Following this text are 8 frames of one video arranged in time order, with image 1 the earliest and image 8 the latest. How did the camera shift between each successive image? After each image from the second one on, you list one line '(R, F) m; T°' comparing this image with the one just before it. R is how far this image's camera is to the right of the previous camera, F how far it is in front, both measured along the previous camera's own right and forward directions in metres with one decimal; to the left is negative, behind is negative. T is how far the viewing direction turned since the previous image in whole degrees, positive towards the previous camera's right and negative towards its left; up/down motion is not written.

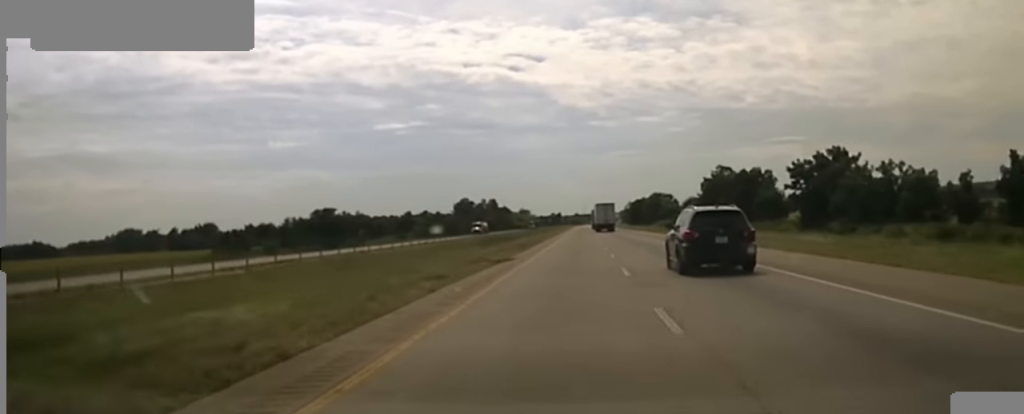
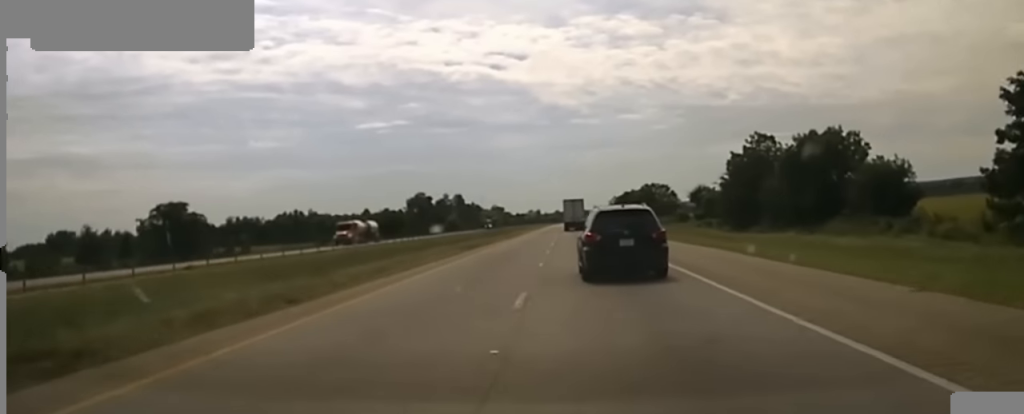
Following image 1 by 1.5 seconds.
(0.0, +55.0) m; 0°
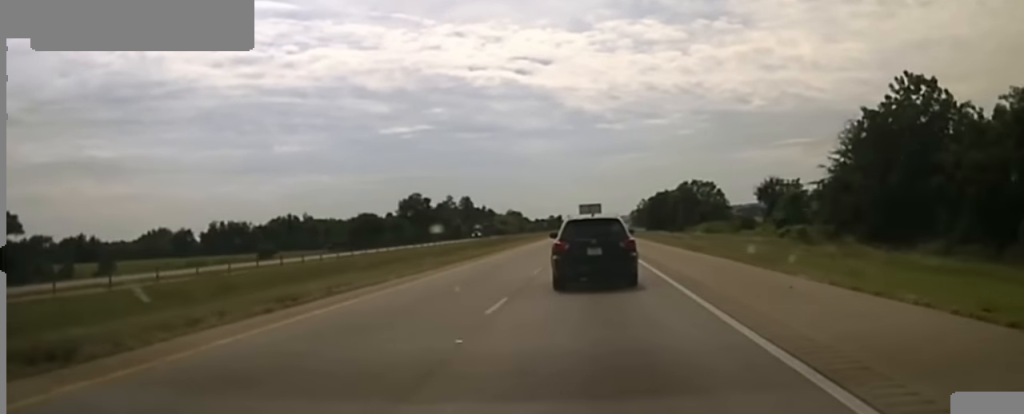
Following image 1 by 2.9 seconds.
(-0.3, +45.6) m; -1°
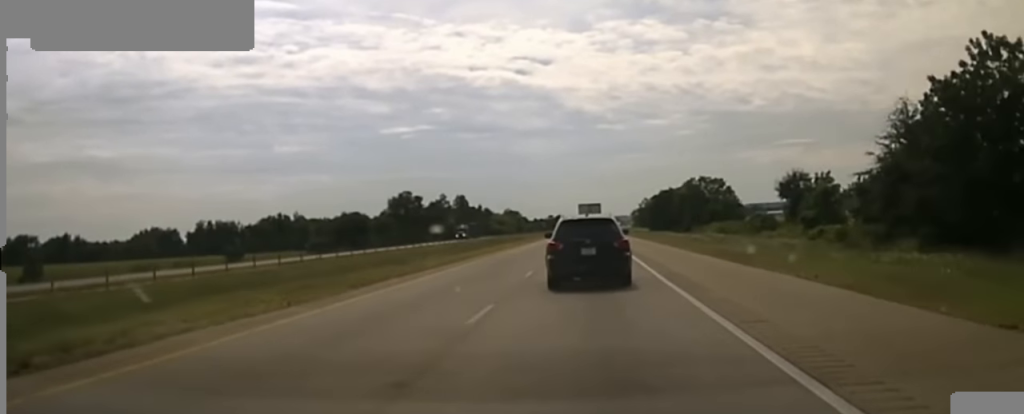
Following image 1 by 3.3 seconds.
(0.0, +13.9) m; 0°
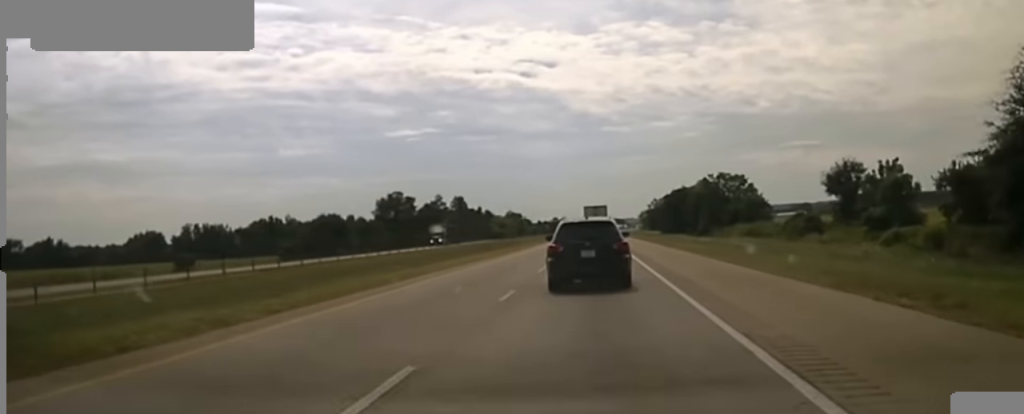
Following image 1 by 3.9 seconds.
(-0.1, +17.8) m; 0°
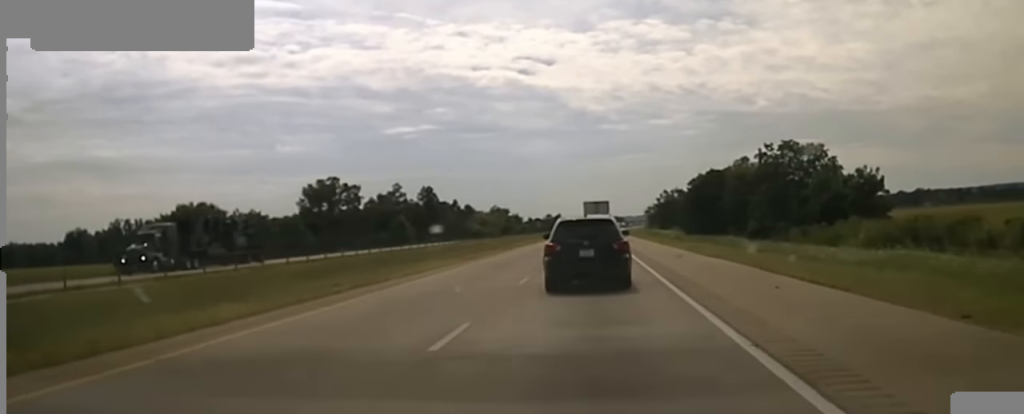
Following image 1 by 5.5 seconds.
(-0.3, +56.1) m; -1°
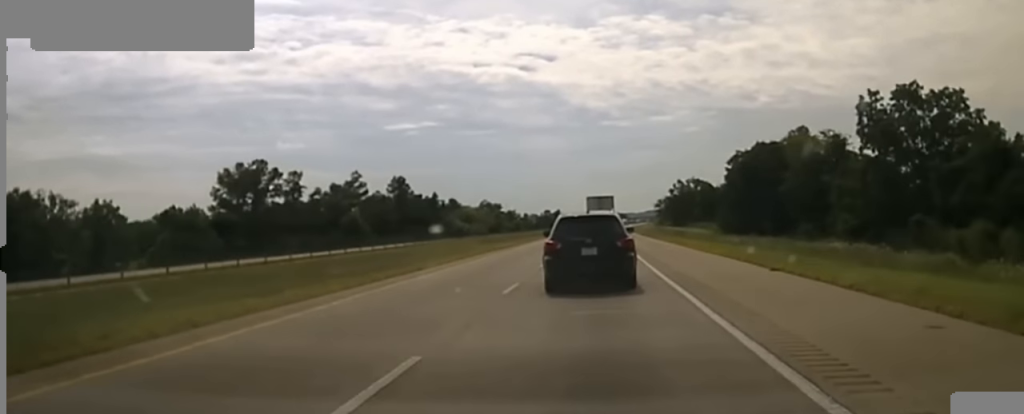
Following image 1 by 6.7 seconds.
(-0.2, +40.0) m; 0°
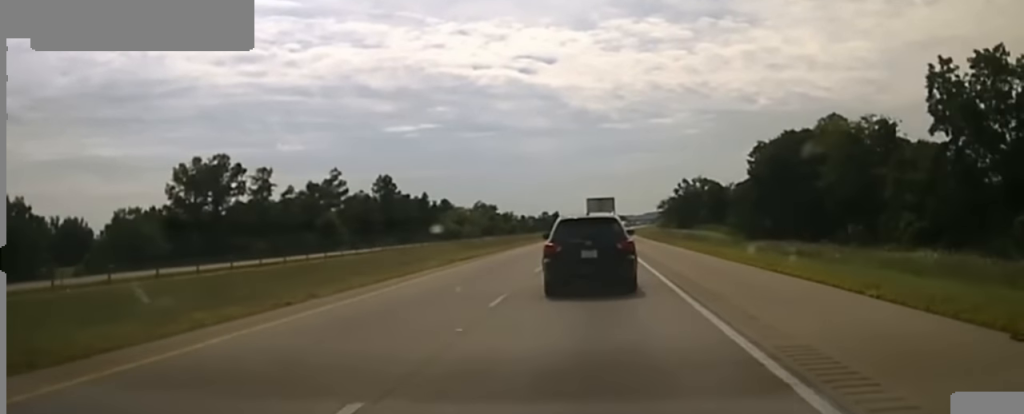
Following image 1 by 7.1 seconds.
(-0.1, +13.9) m; 0°
